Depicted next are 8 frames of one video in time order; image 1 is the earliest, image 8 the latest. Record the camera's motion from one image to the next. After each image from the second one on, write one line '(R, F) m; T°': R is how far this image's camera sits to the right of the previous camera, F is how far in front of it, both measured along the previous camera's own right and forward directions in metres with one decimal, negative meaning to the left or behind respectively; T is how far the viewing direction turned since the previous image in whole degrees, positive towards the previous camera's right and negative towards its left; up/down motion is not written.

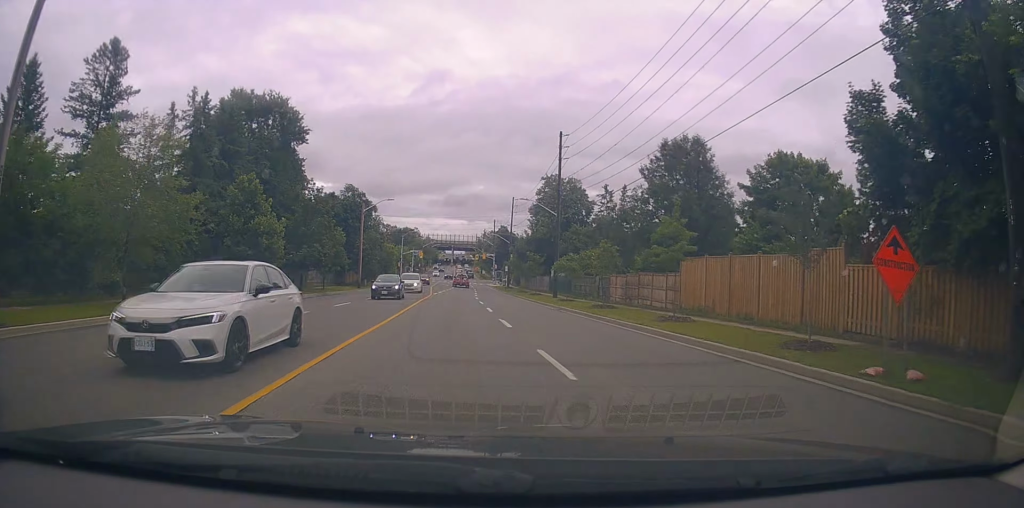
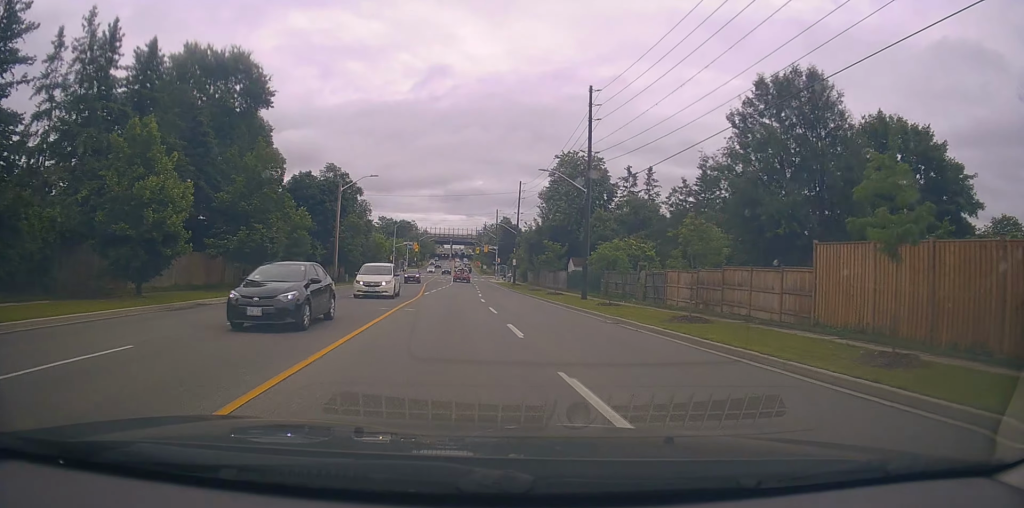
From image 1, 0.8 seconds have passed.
(+0.1, +11.6) m; -1°
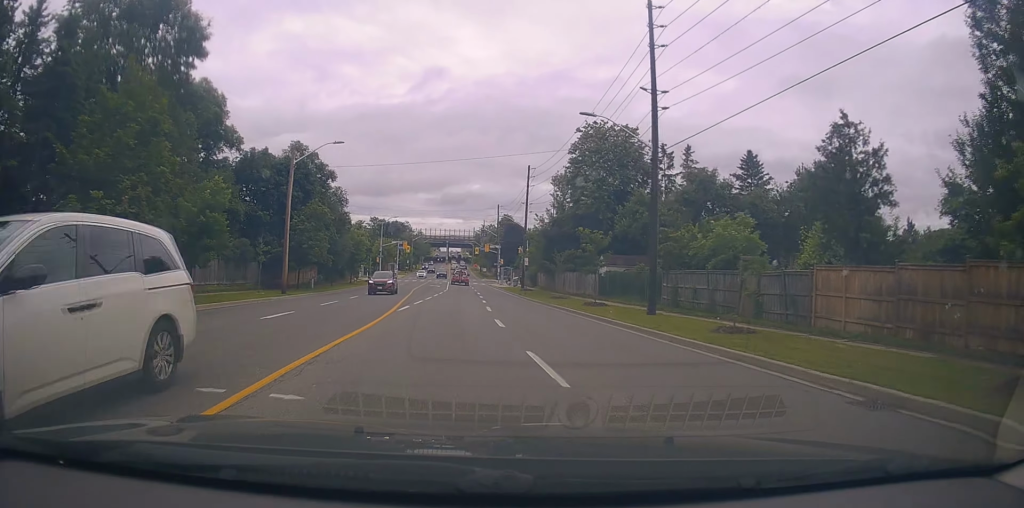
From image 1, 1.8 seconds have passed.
(-0.2, +13.7) m; -1°
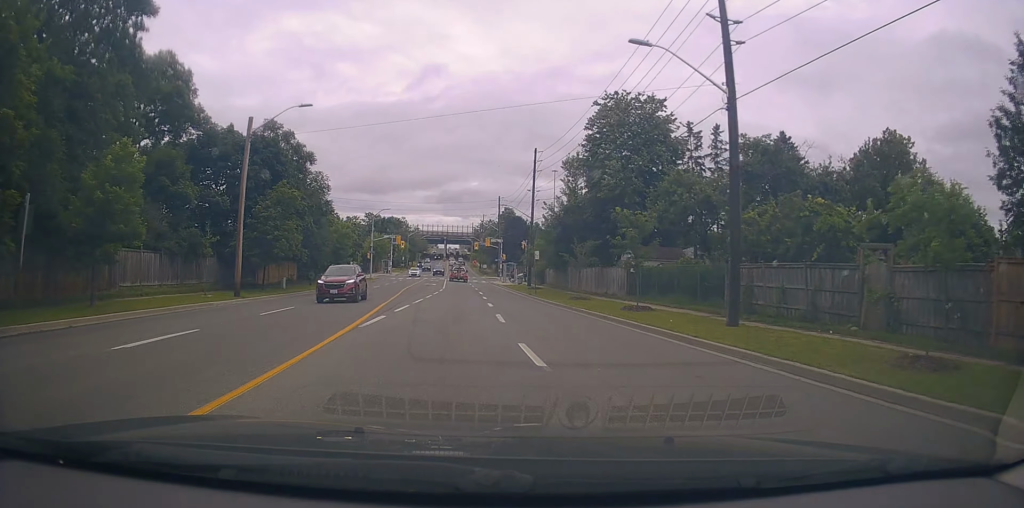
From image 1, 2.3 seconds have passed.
(-0.1, +7.6) m; 0°
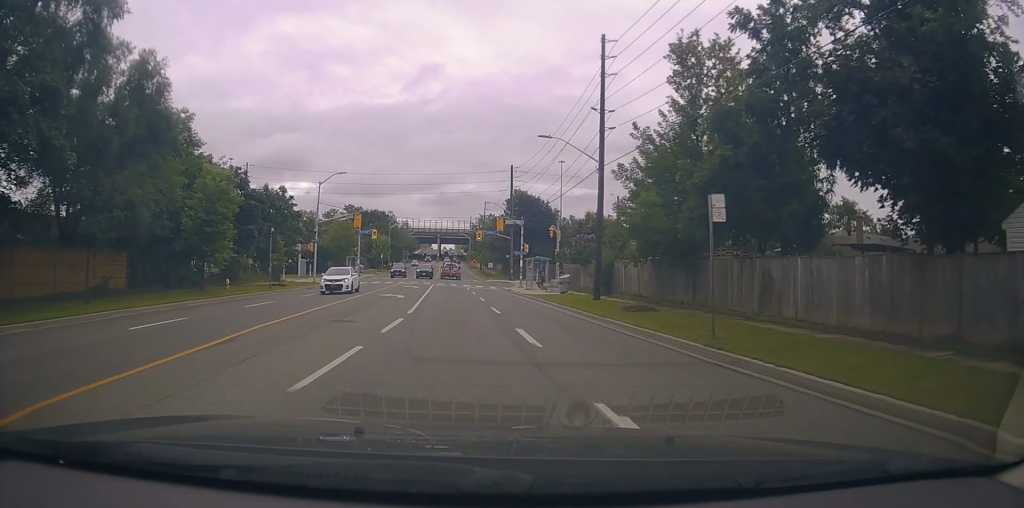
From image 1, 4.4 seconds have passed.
(+0.6, +30.3) m; +1°
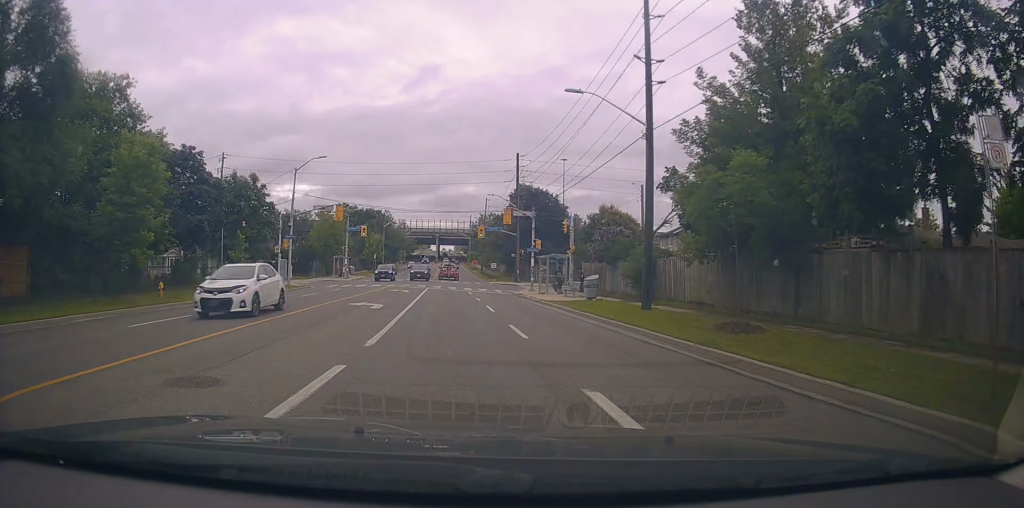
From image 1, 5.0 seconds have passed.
(-0.1, +7.7) m; 0°
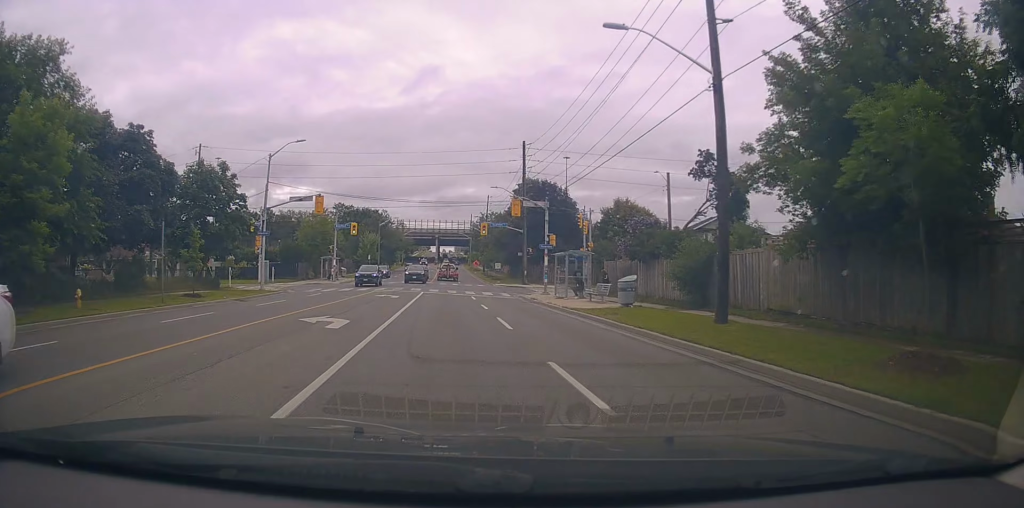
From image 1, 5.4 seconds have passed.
(0.0, +6.3) m; 0°
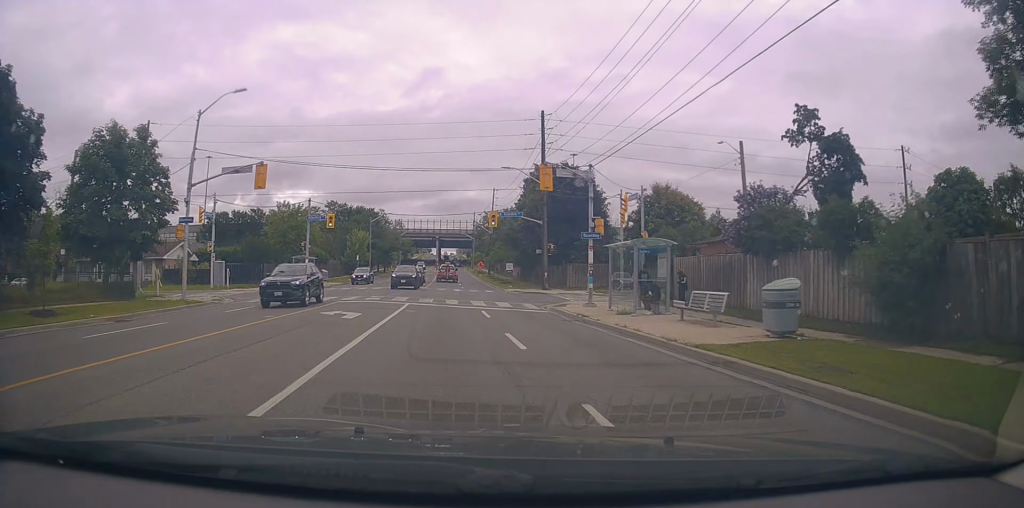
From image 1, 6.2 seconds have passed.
(+0.1, +11.7) m; 0°
